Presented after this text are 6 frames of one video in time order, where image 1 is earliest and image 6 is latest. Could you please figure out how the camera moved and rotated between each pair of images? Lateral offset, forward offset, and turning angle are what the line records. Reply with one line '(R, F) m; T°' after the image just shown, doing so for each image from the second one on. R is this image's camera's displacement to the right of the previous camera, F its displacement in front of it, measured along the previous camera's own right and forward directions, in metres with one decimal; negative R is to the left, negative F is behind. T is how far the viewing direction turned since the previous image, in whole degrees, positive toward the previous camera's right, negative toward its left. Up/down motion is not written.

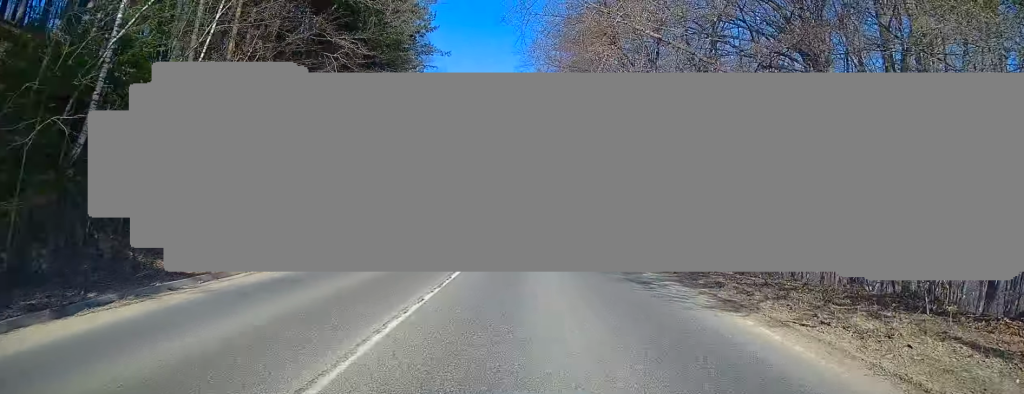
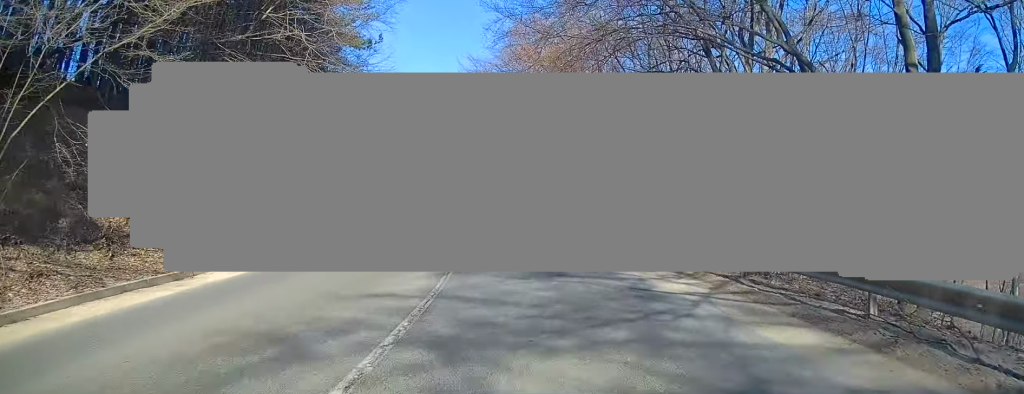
(-0.9, +36.6) m; -4°
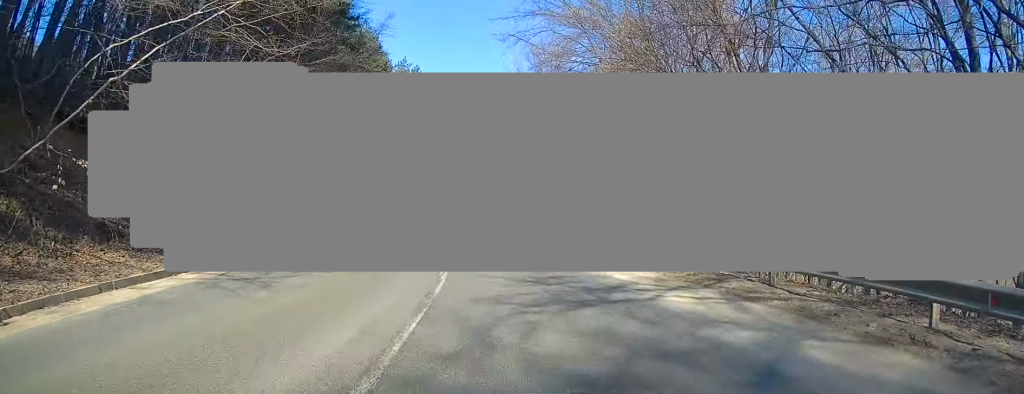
(-0.7, +20.1) m; -6°
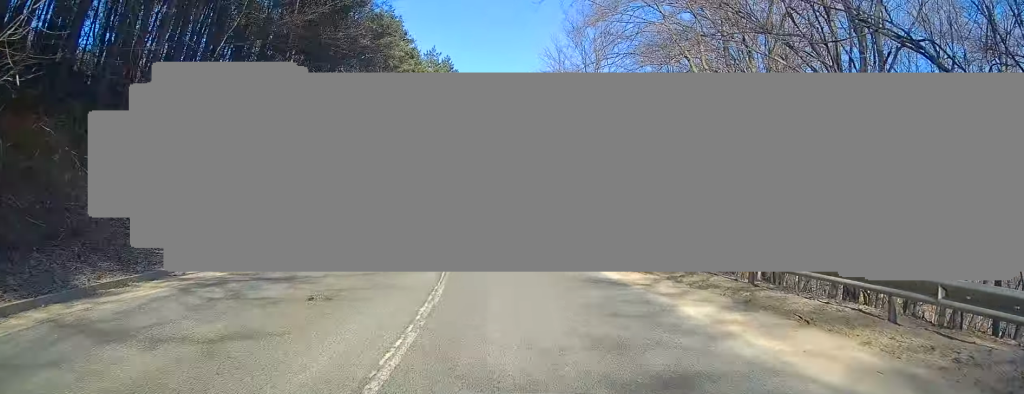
(+0.1, +7.0) m; -3°
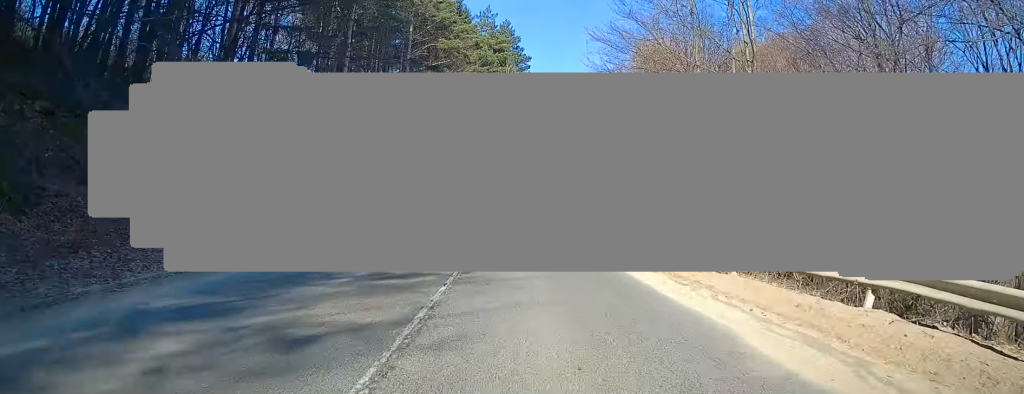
(-1.4, +18.7) m; -6°
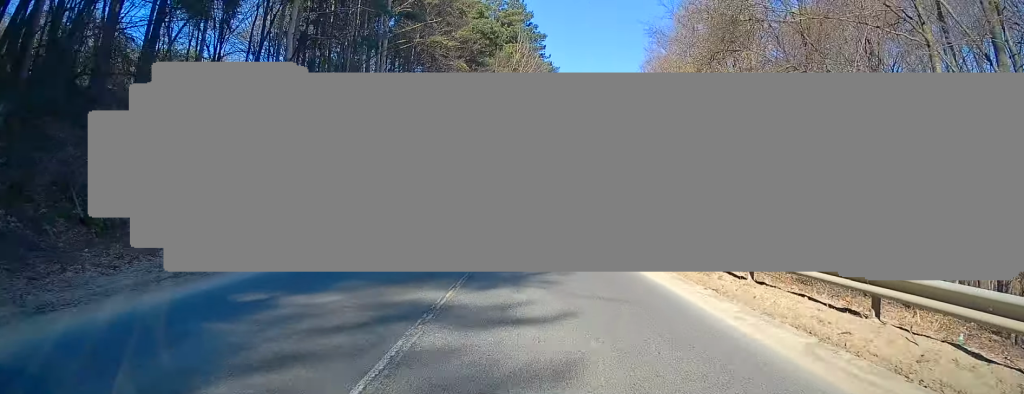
(-0.3, +12.3) m; -2°
